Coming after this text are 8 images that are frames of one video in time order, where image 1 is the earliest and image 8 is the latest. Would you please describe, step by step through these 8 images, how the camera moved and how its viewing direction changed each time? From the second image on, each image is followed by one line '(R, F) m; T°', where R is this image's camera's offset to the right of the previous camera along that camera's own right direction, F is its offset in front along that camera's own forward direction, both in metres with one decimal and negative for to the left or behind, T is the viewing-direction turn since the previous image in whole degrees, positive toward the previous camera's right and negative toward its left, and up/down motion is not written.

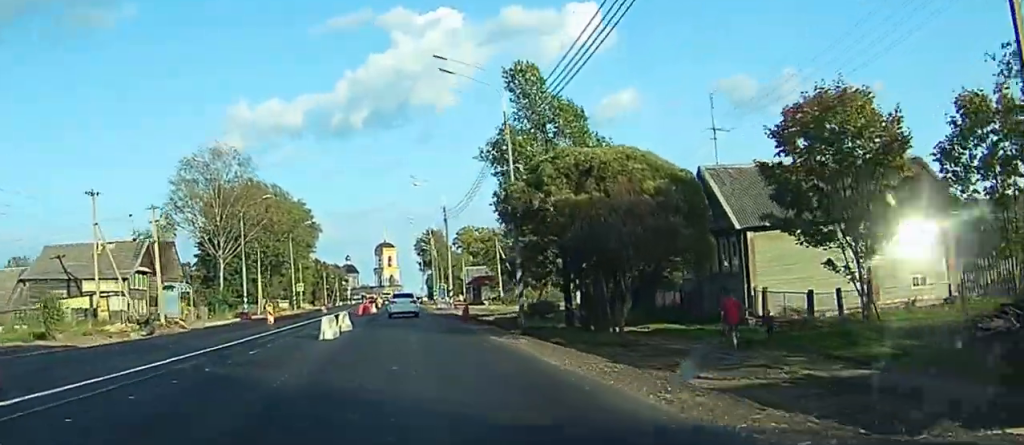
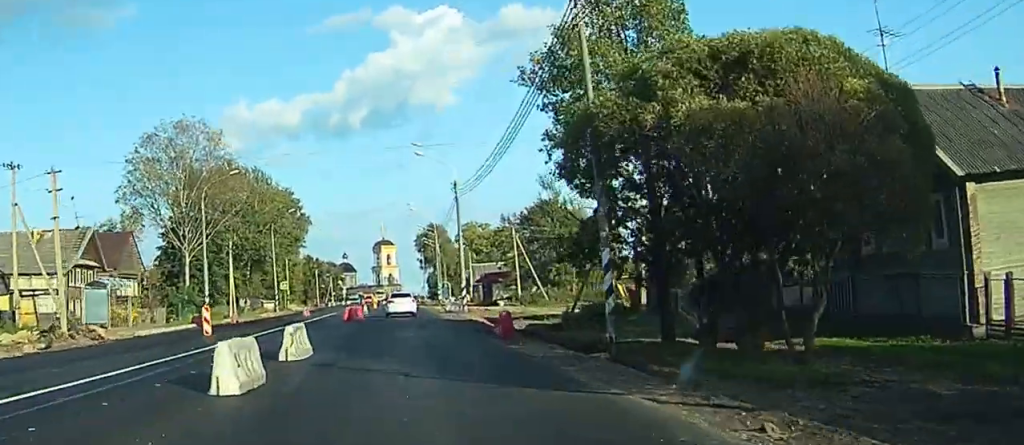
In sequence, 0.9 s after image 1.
(0.0, +15.3) m; 0°
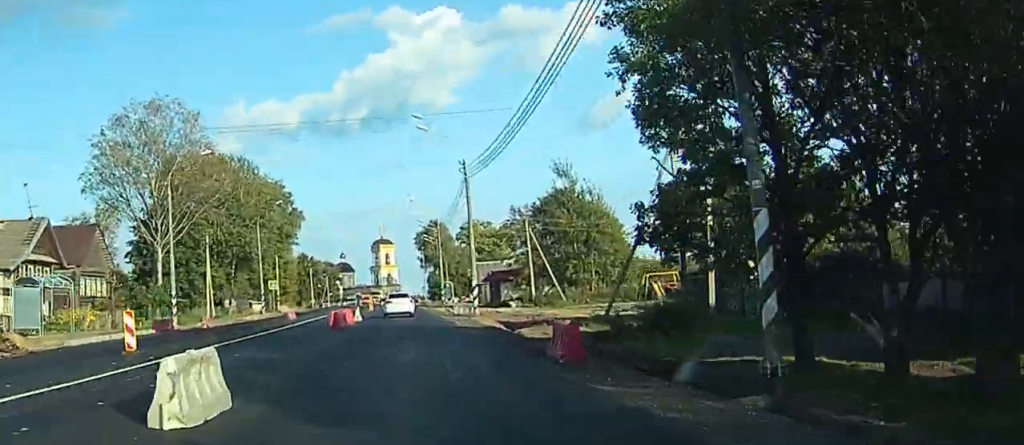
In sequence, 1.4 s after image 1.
(0.0, +9.0) m; +1°
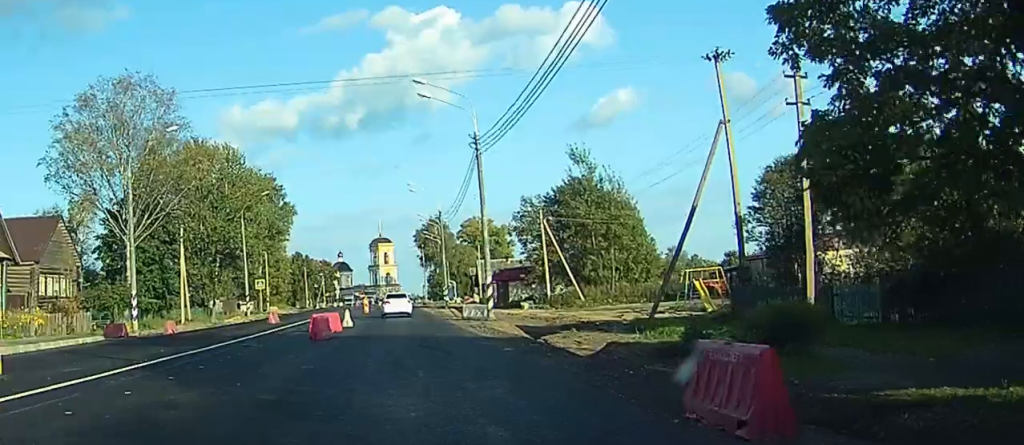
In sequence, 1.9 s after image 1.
(-0.1, +7.9) m; 0°
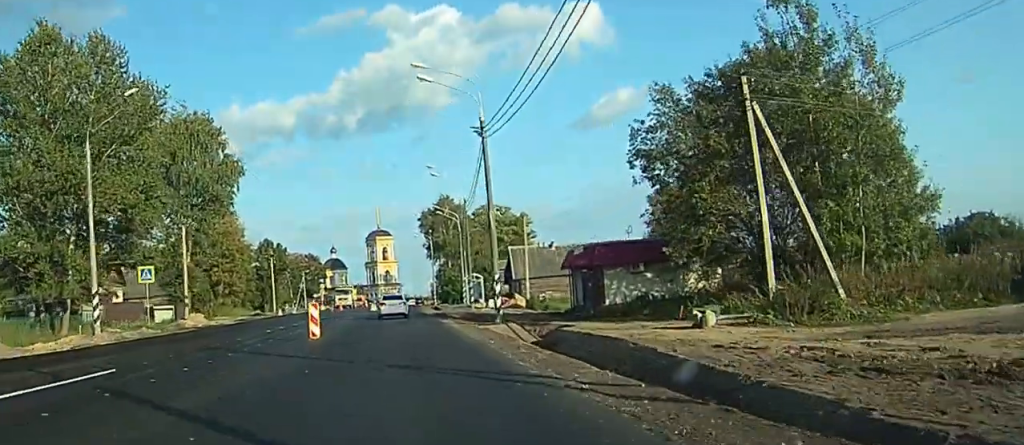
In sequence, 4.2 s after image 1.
(-2.6, +39.7) m; -2°
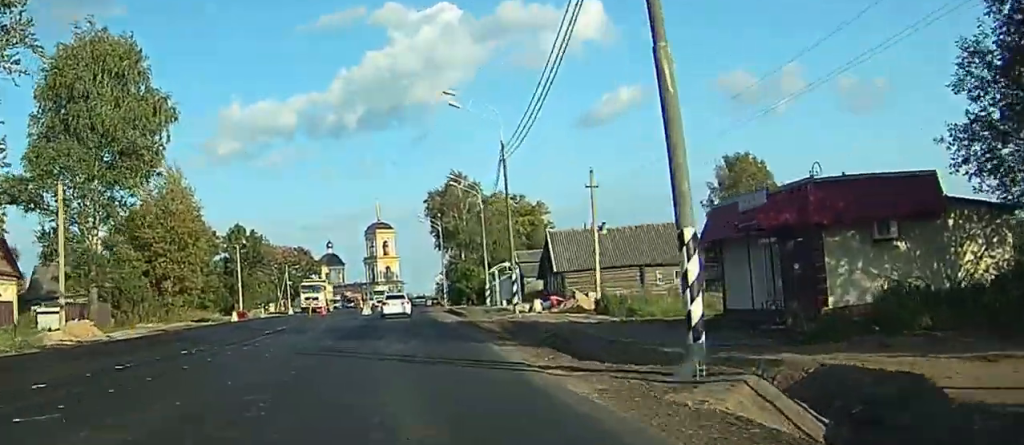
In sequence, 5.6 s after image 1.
(+1.5, +24.6) m; 0°
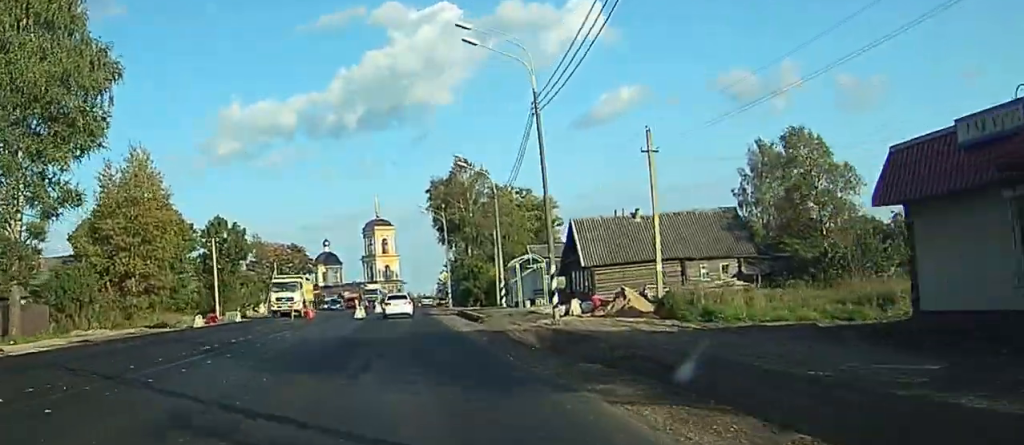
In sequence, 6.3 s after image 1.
(-0.5, +11.0) m; -1°
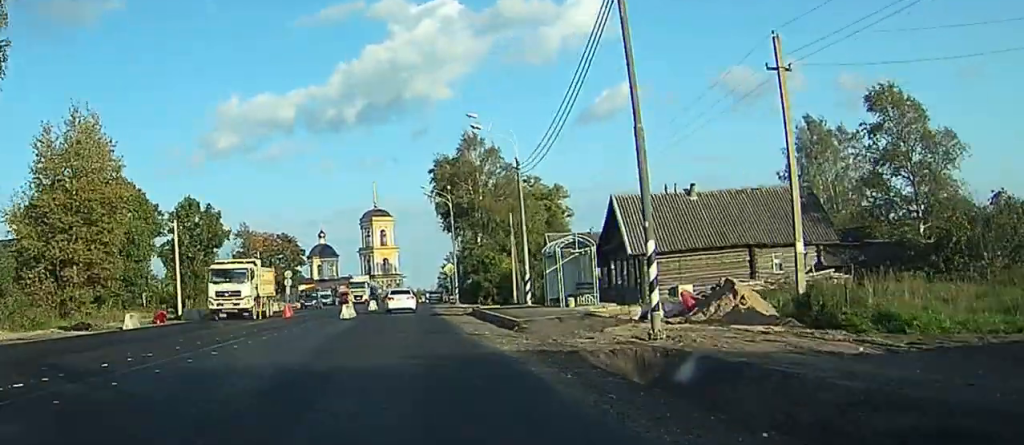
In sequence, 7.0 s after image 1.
(-0.6, +12.9) m; +1°
